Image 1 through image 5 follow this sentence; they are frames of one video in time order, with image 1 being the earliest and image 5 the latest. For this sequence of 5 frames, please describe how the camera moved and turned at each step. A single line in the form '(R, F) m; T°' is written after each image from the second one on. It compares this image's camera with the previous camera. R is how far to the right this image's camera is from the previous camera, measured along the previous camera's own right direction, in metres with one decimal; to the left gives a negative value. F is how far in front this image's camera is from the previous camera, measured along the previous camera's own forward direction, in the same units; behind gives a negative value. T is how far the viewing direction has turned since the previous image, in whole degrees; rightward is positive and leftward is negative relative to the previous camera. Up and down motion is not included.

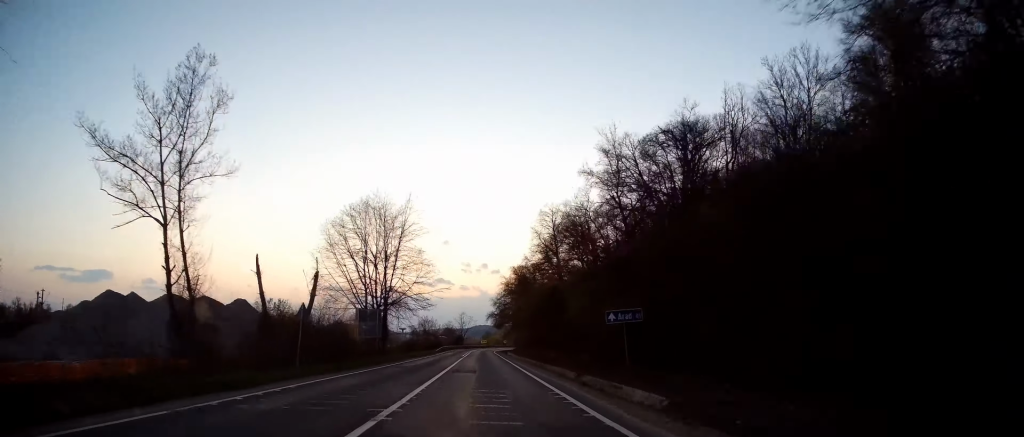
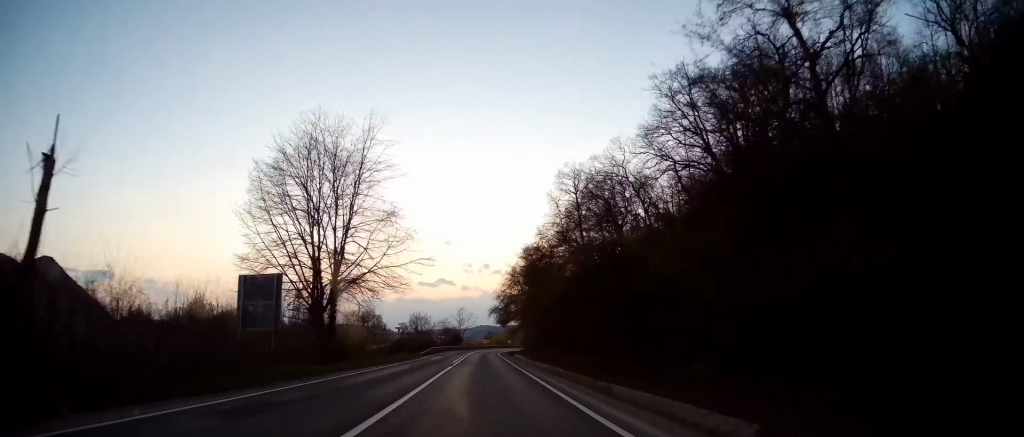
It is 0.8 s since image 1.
(0.0, +19.2) m; 0°
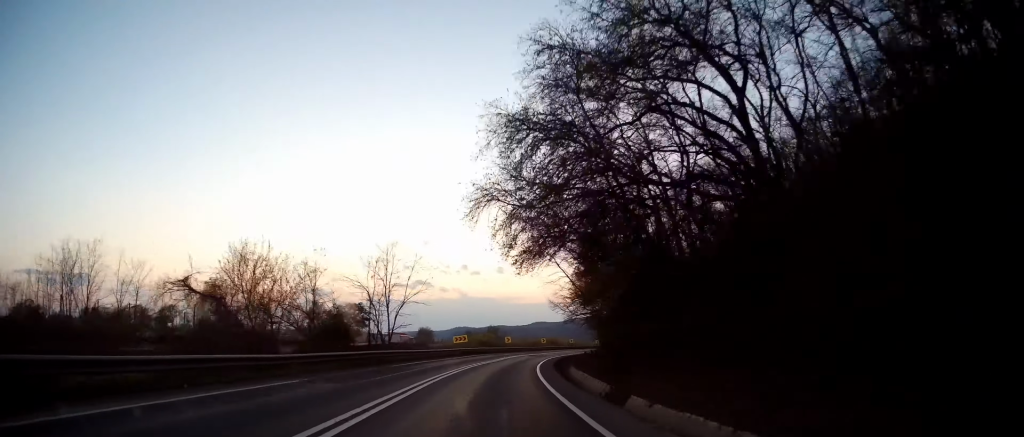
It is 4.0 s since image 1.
(+0.1, +81.9) m; +1°
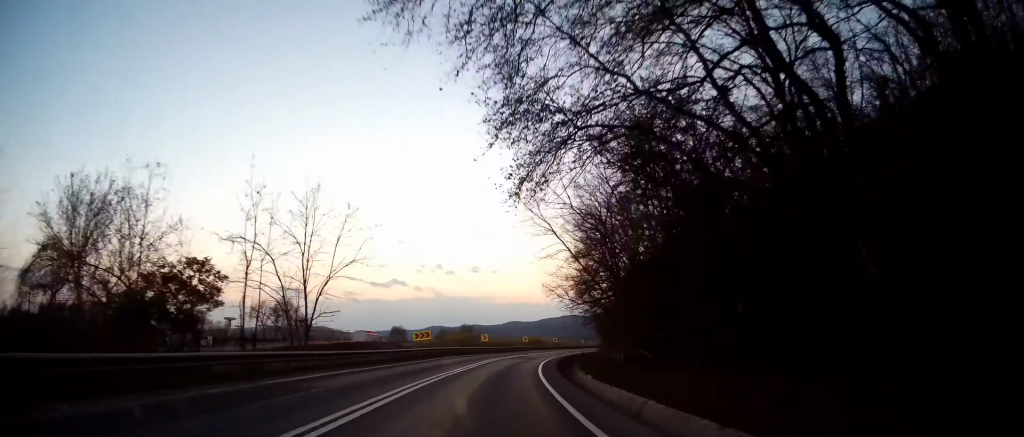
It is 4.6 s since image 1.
(+0.1, +15.3) m; +2°
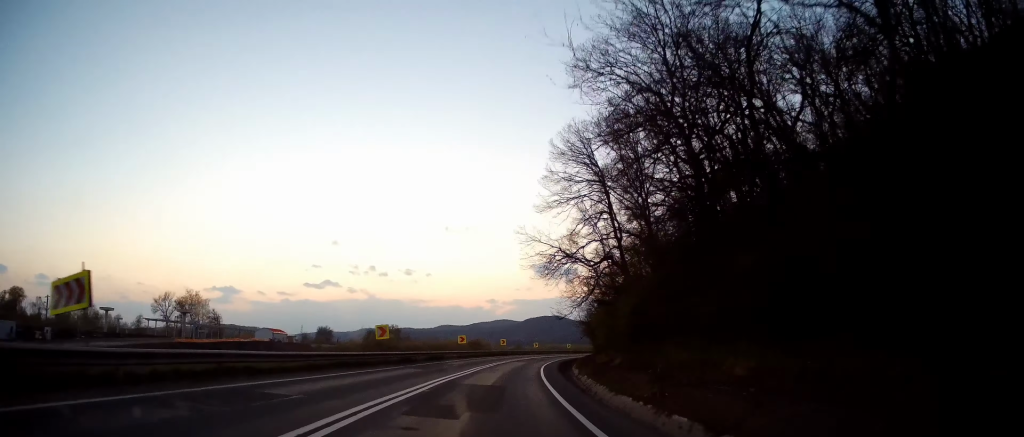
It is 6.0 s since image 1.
(+2.2, +35.2) m; +7°
